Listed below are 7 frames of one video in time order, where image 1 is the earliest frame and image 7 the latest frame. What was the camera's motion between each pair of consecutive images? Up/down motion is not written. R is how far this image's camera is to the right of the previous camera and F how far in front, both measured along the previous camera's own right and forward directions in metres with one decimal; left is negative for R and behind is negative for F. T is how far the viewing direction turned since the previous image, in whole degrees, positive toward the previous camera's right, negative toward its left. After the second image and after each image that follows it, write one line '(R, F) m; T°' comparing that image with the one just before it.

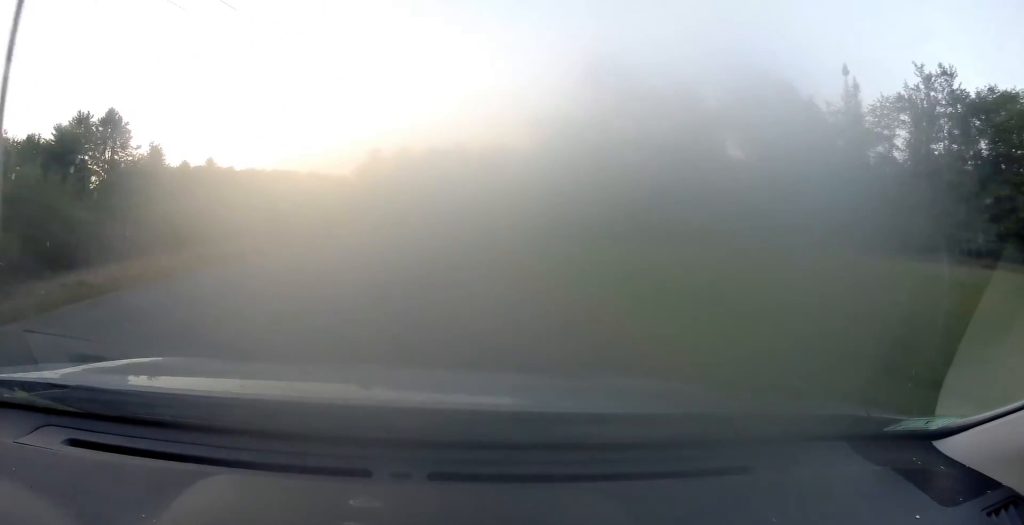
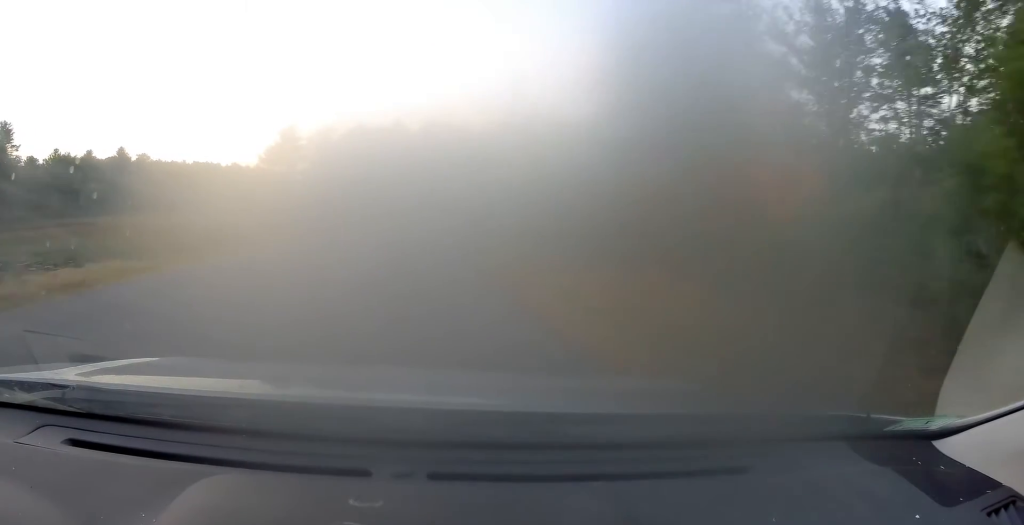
(+2.1, +40.2) m; +6°
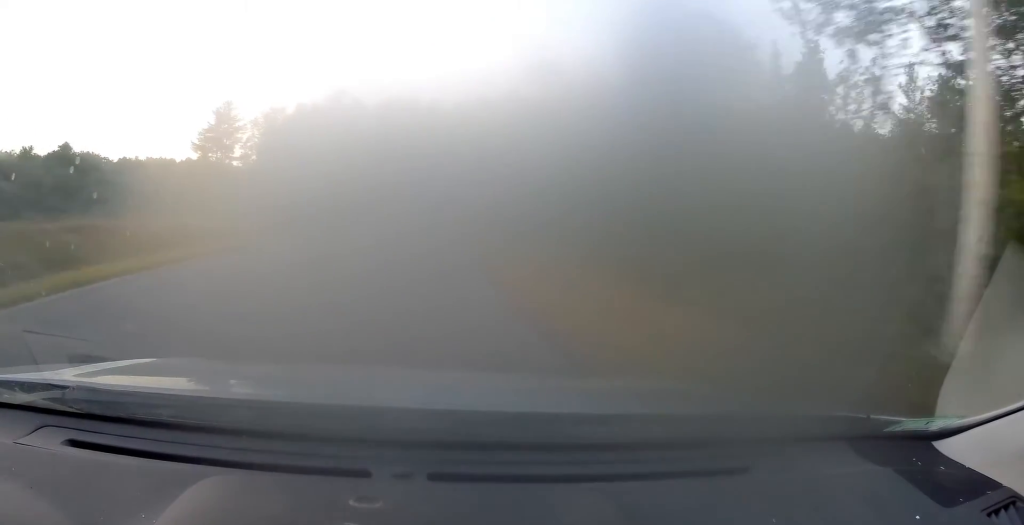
(+0.9, +24.5) m; +5°
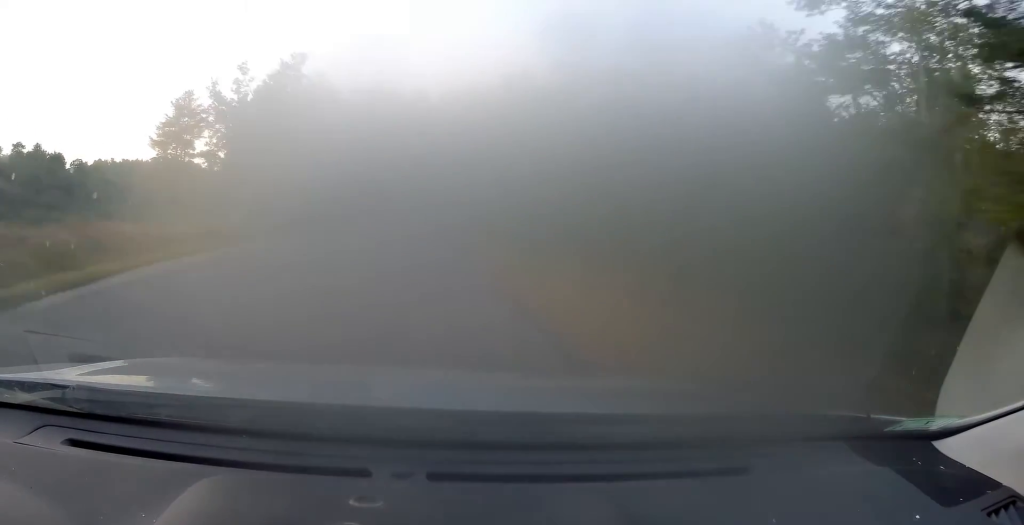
(+0.5, +13.5) m; +2°
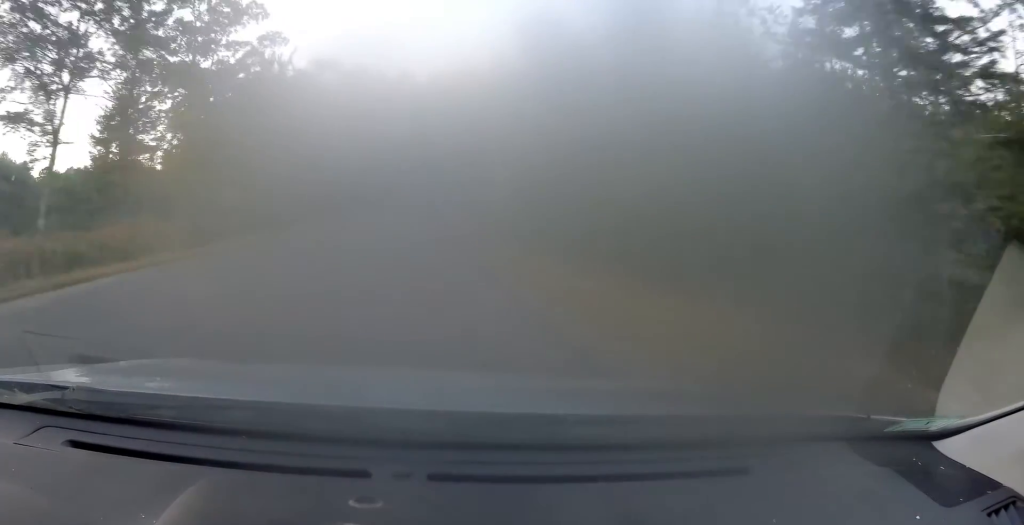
(+0.3, +16.5) m; +1°
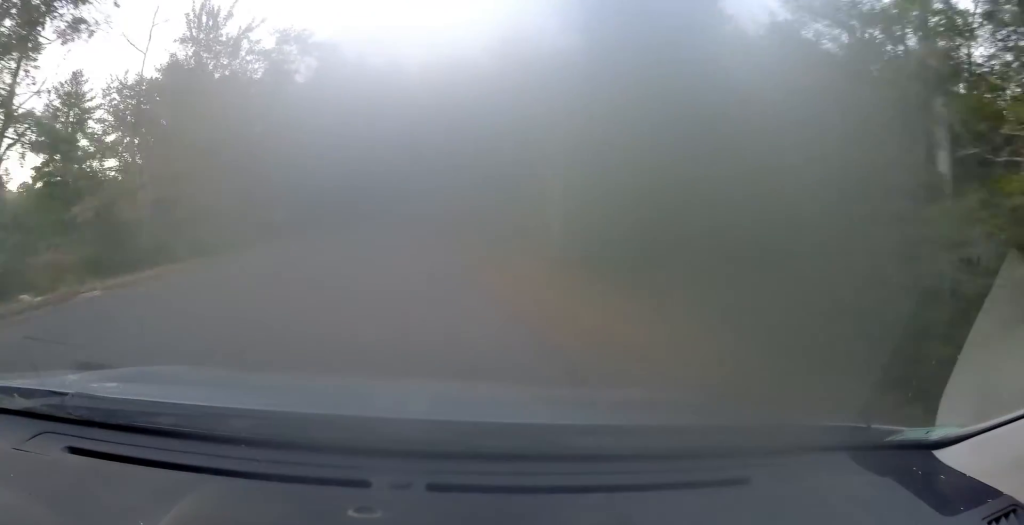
(0.0, +14.8) m; 0°
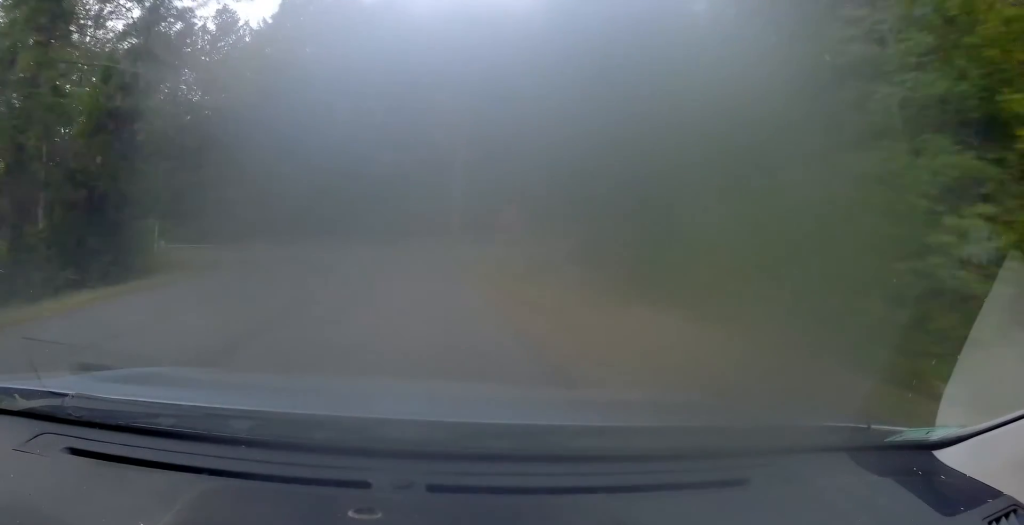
(-0.3, +28.4) m; +2°
